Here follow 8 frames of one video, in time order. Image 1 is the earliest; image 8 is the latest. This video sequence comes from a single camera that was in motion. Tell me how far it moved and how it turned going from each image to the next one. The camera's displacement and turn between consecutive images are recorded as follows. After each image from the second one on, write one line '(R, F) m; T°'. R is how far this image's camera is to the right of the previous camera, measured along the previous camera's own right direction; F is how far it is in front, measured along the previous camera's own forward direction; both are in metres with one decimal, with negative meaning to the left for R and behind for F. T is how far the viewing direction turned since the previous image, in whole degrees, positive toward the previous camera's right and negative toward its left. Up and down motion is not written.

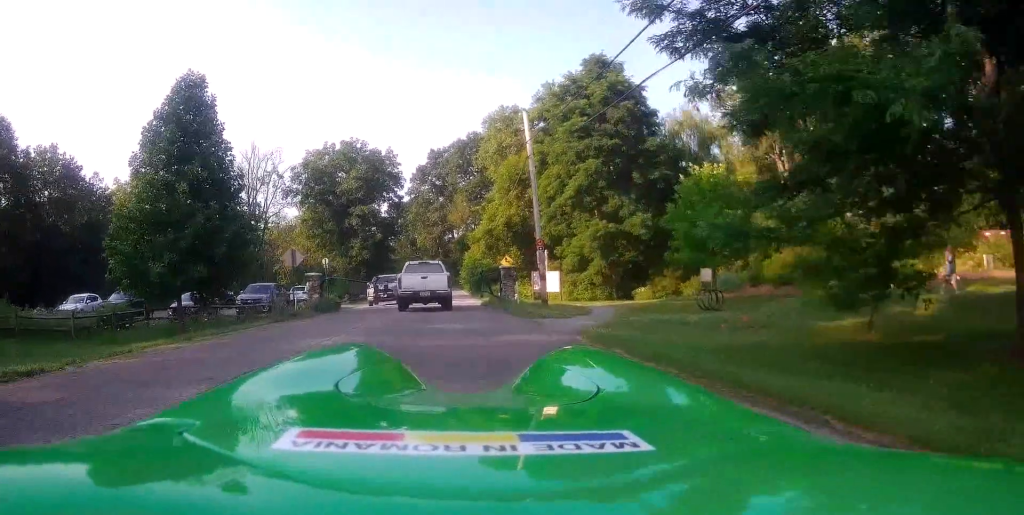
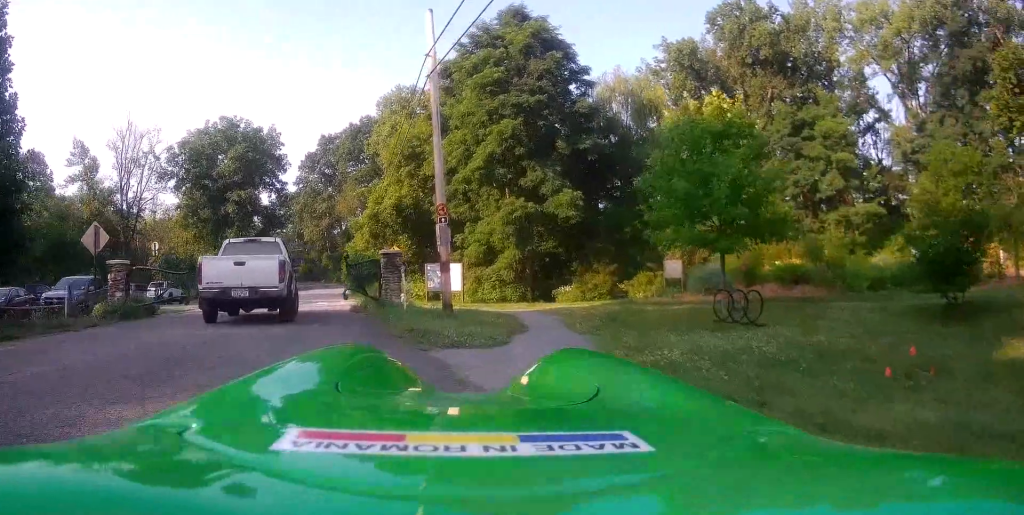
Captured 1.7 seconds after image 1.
(+0.6, +8.4) m; +13°
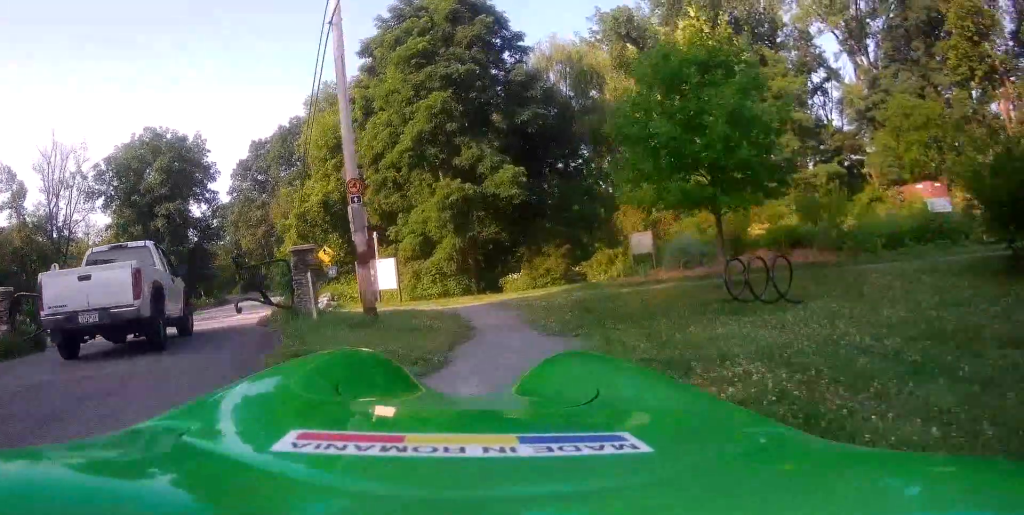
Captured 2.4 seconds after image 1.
(+0.4, +3.0) m; +5°
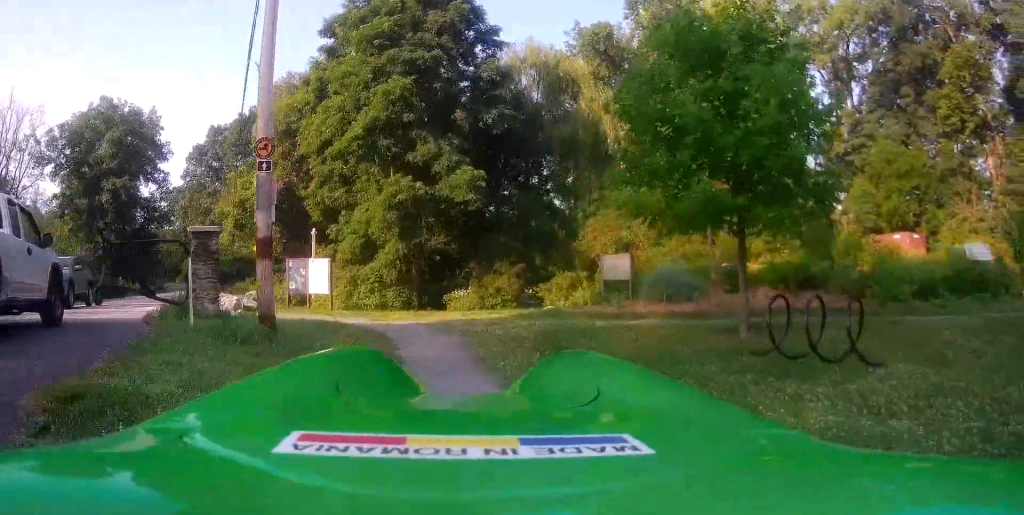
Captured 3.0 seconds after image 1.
(+0.1, +2.6) m; +1°
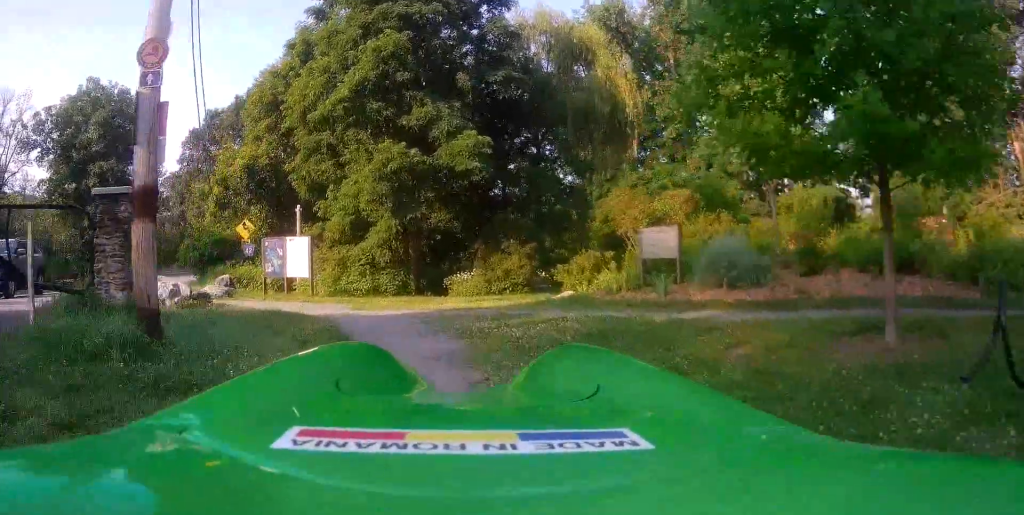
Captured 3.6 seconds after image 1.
(+0.1, +2.9) m; -5°
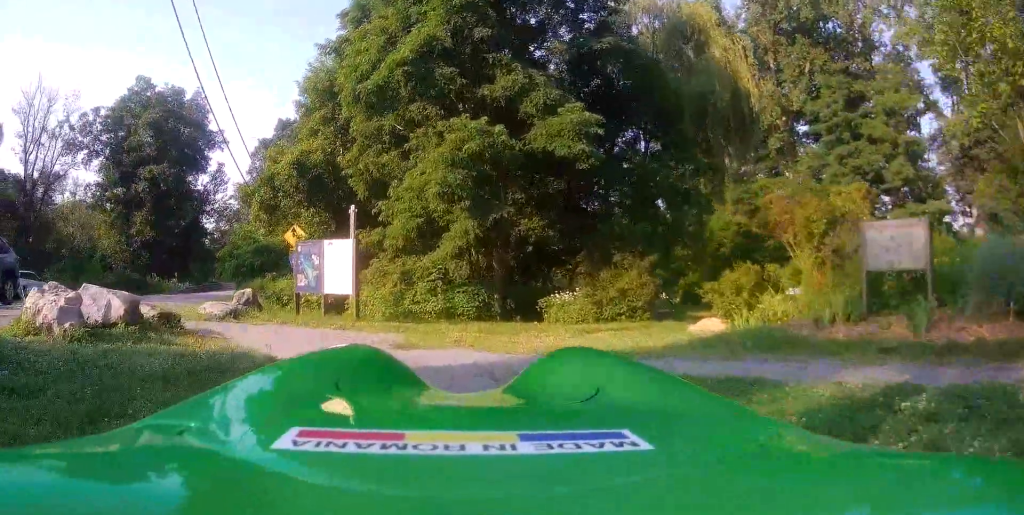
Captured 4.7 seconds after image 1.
(-0.6, +4.5) m; -9°
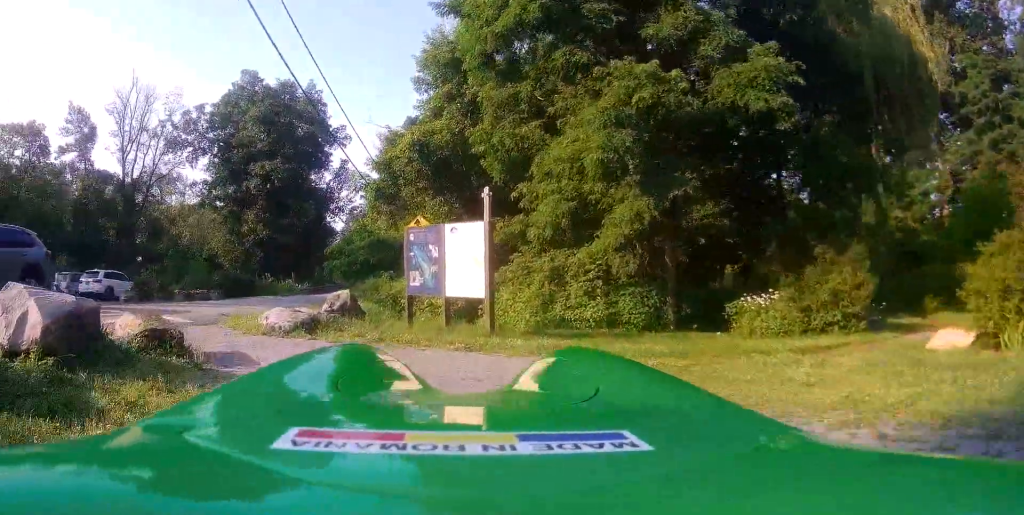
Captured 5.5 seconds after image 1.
(-0.1, +3.5) m; -1°
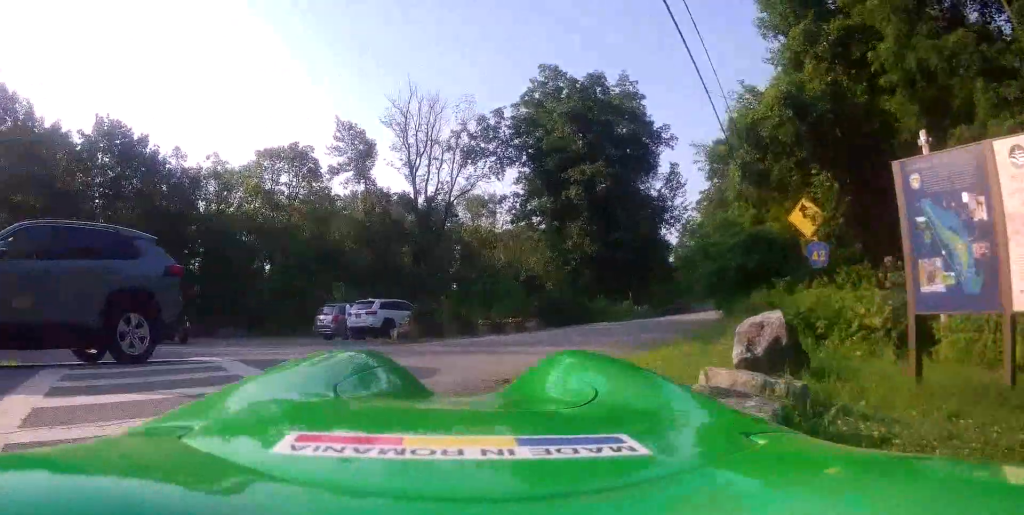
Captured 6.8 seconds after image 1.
(-0.3, +6.3) m; -17°
